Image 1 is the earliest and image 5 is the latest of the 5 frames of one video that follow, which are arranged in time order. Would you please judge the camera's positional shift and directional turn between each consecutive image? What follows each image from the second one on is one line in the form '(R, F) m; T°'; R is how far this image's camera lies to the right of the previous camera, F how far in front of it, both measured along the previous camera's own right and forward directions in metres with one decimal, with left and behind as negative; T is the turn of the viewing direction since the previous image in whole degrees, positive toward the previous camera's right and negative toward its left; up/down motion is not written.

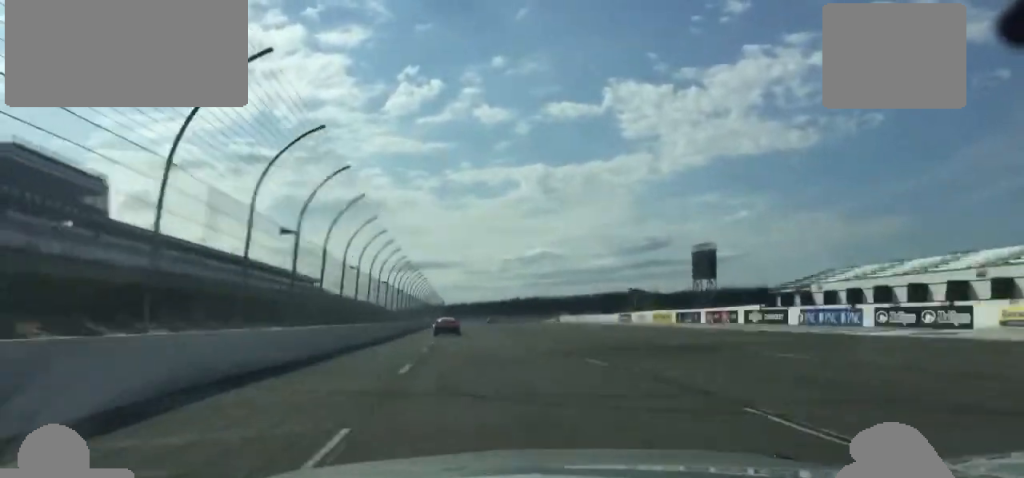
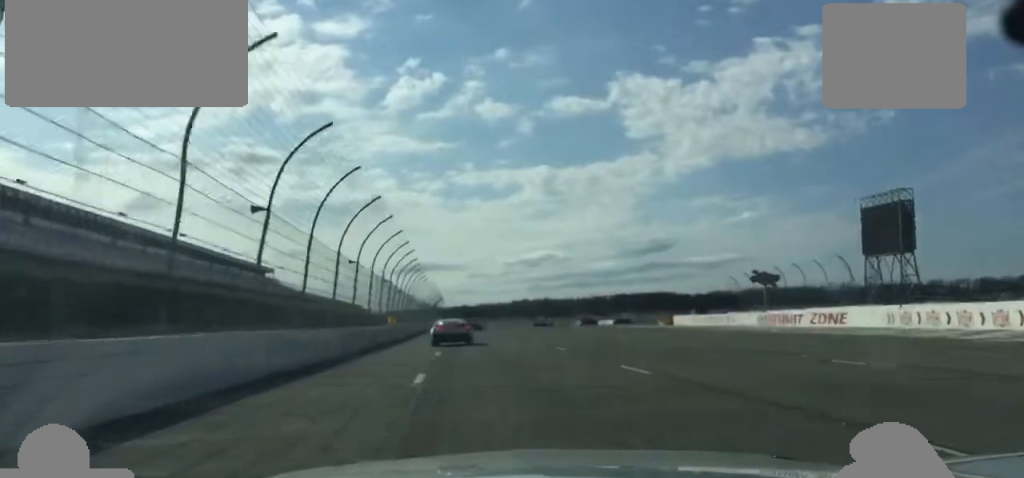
(-0.1, +96.4) m; 0°
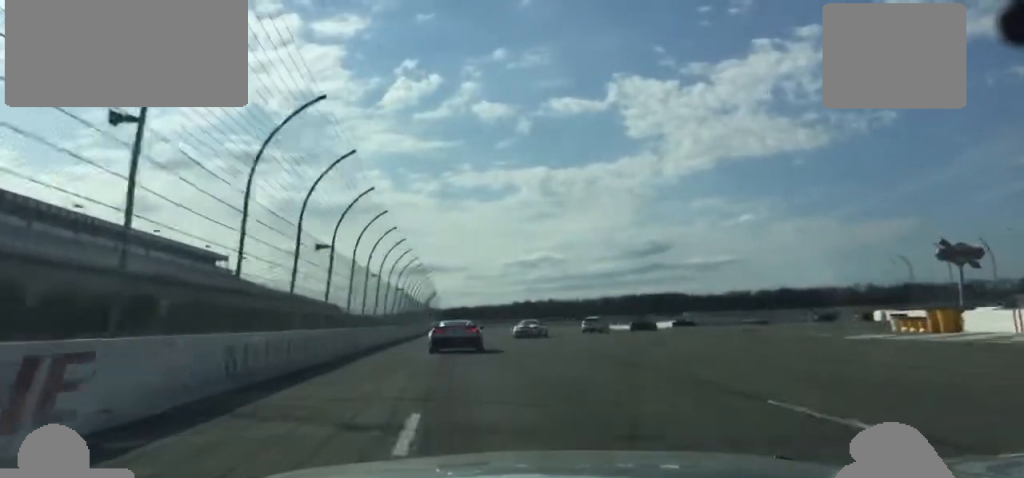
(+0.4, +56.0) m; +1°
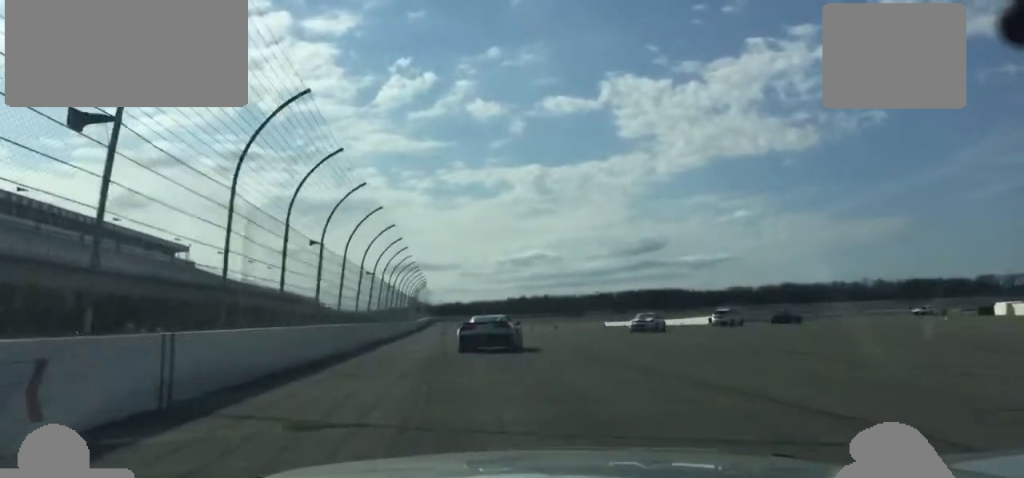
(+0.2, +23.5) m; +3°
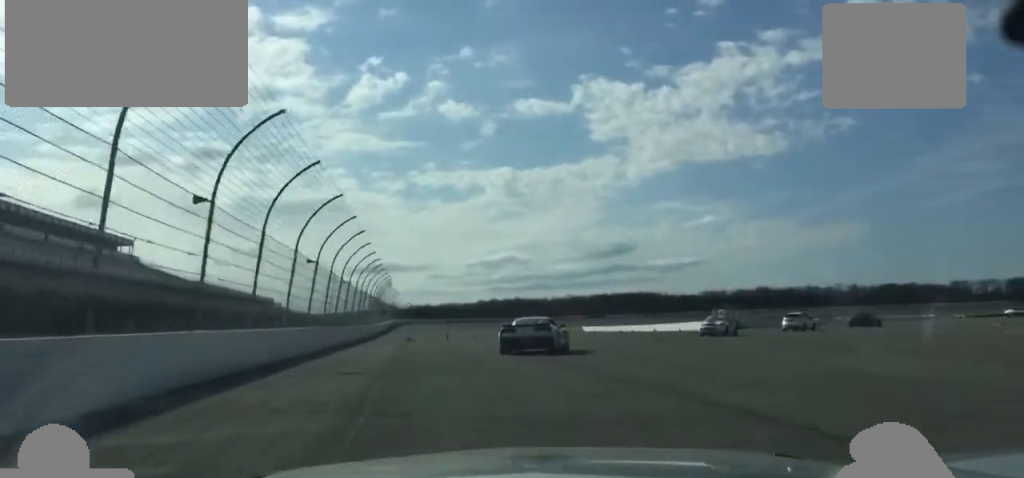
(-0.1, +13.3) m; +3°
